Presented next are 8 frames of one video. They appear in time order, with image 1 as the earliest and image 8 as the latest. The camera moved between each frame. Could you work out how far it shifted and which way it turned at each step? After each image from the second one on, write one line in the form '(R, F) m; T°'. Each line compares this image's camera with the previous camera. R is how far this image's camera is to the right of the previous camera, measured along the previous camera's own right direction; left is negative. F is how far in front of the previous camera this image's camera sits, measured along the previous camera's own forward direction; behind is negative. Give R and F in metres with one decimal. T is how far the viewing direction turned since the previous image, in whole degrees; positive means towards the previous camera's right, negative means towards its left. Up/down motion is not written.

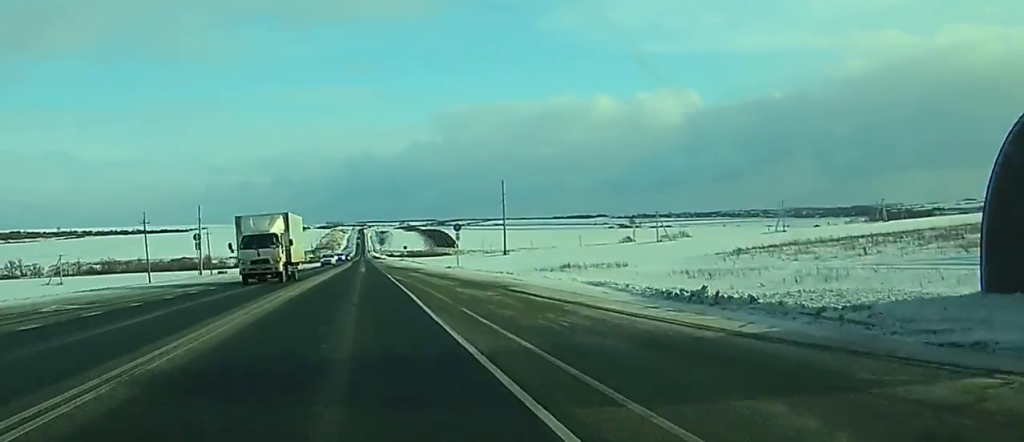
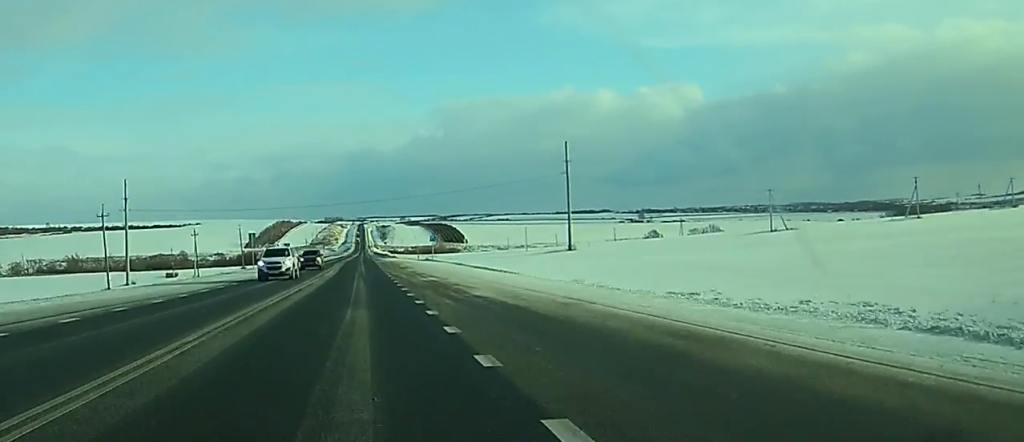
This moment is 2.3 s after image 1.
(0.0, +70.9) m; 0°
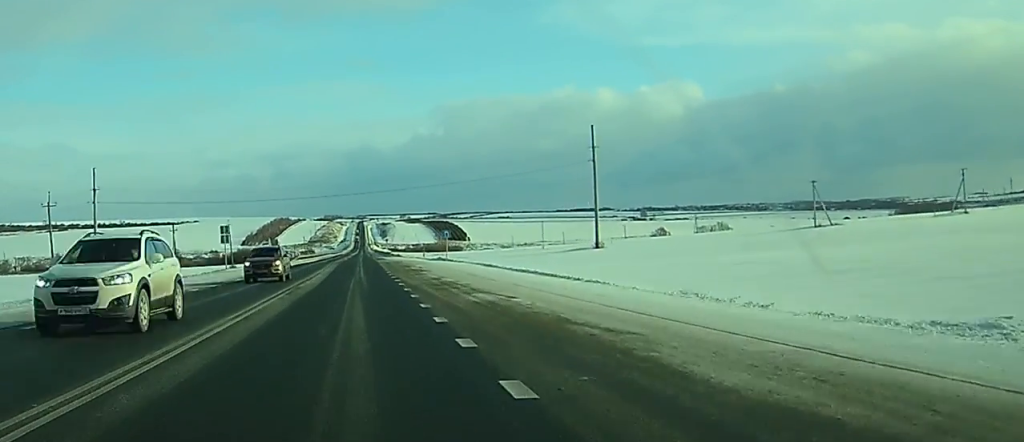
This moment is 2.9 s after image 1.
(0.0, +18.2) m; 0°
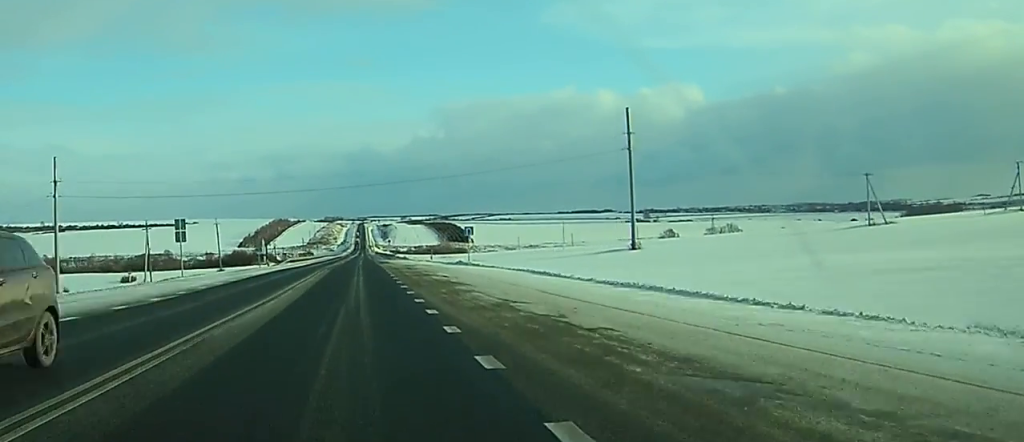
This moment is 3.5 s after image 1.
(0.0, +18.2) m; 0°
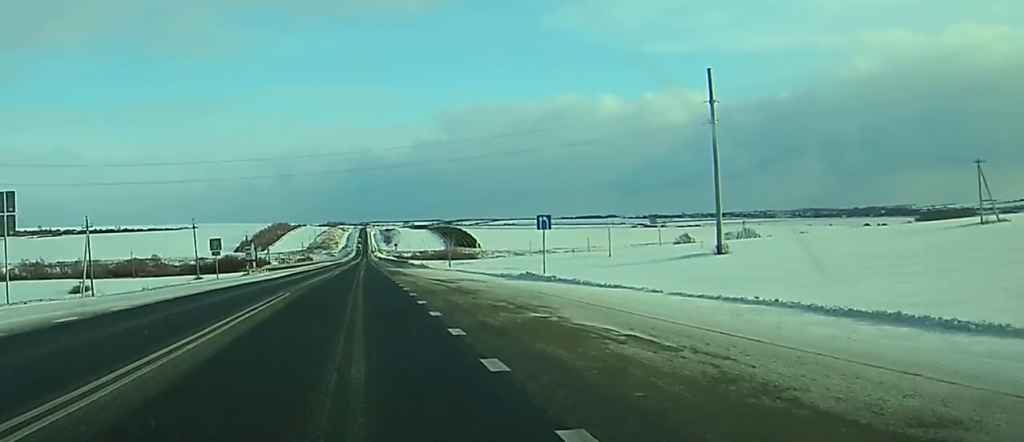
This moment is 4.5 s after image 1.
(0.0, +28.3) m; 0°
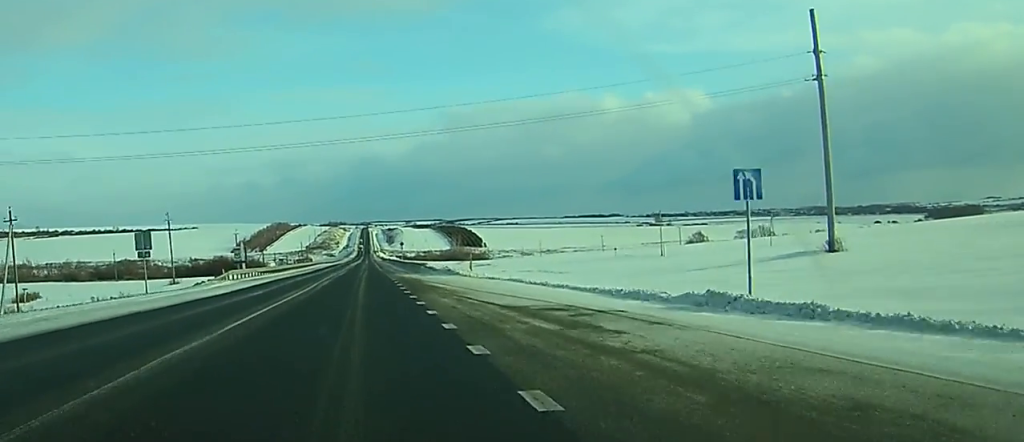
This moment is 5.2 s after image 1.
(0.0, +22.3) m; 0°
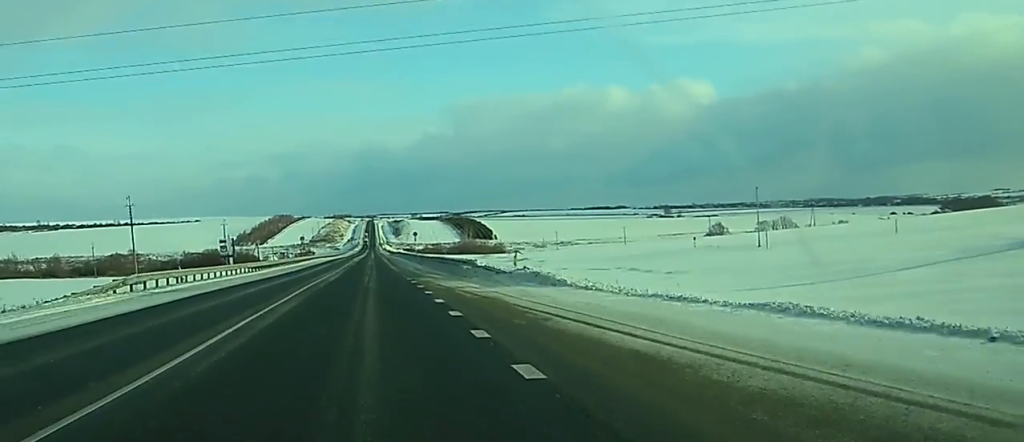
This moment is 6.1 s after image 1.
(-0.1, +26.3) m; 0°
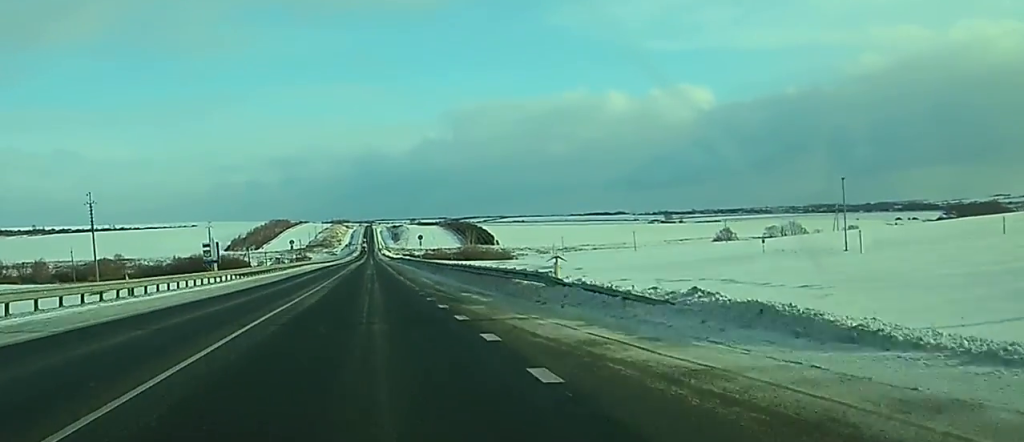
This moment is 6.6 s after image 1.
(-0.1, +16.2) m; 0°
